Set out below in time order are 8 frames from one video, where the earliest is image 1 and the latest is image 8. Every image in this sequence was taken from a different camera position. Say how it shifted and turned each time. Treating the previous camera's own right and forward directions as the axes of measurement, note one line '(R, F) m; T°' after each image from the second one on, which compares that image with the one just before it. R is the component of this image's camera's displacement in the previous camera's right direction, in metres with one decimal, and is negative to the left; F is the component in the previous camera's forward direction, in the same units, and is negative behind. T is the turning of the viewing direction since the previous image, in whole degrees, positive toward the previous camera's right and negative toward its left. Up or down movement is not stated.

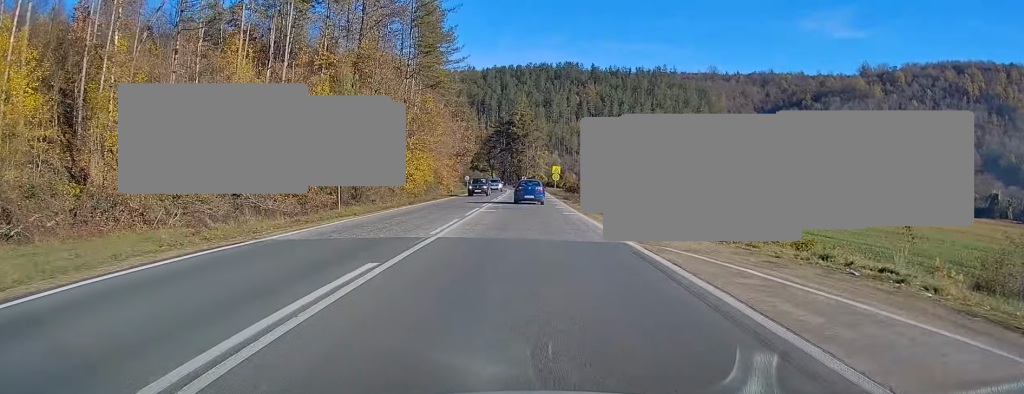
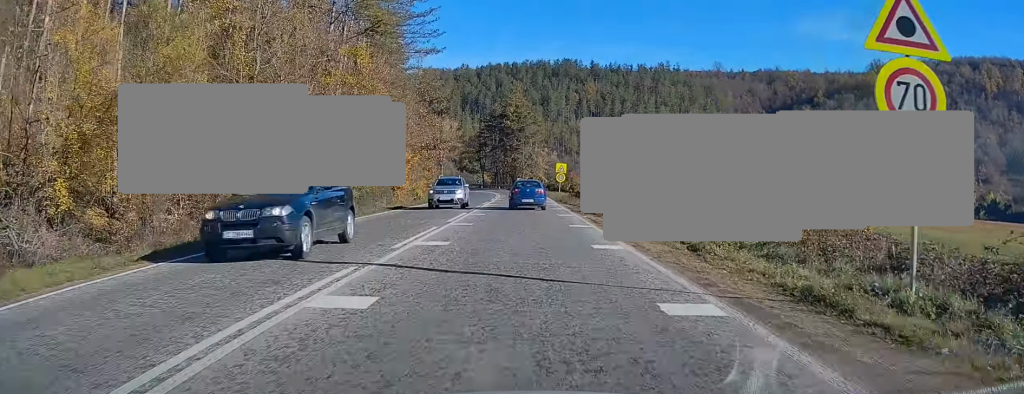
(+0.1, +23.1) m; 0°
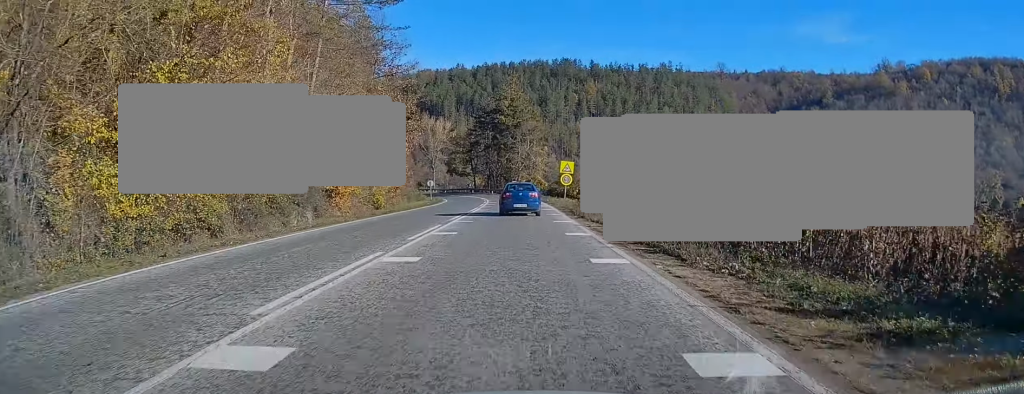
(0.0, +15.8) m; 0°
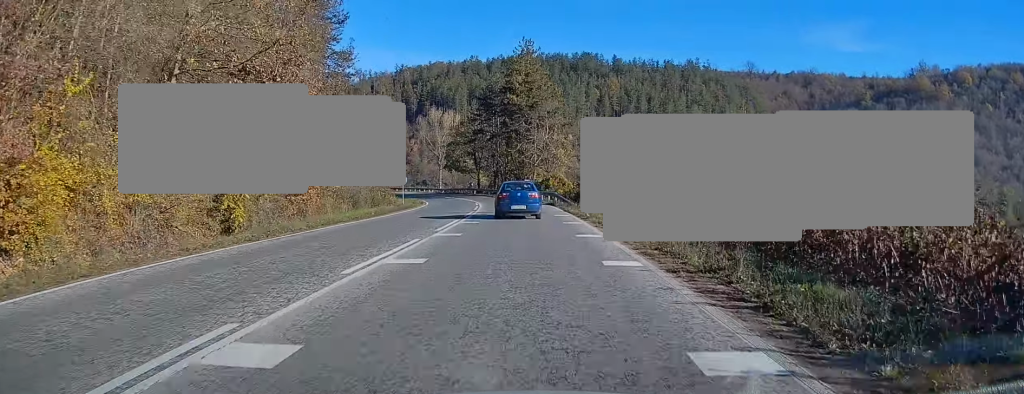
(-0.1, +25.1) m; -1°
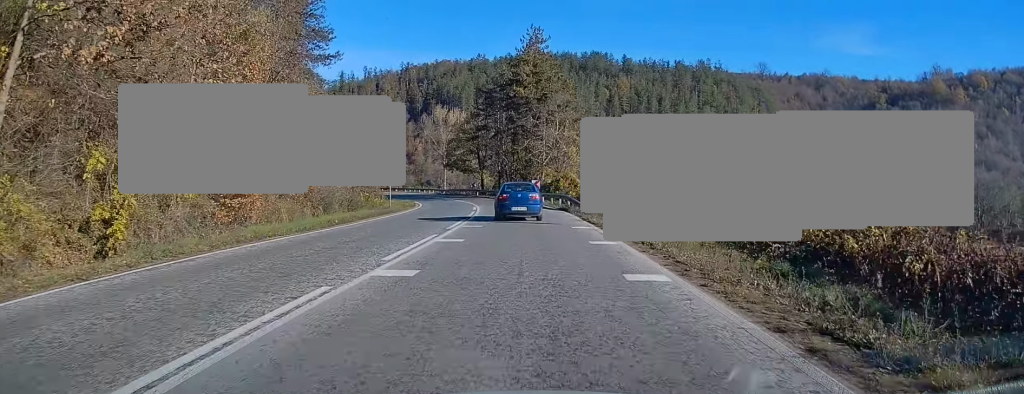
(-0.1, +7.4) m; 0°
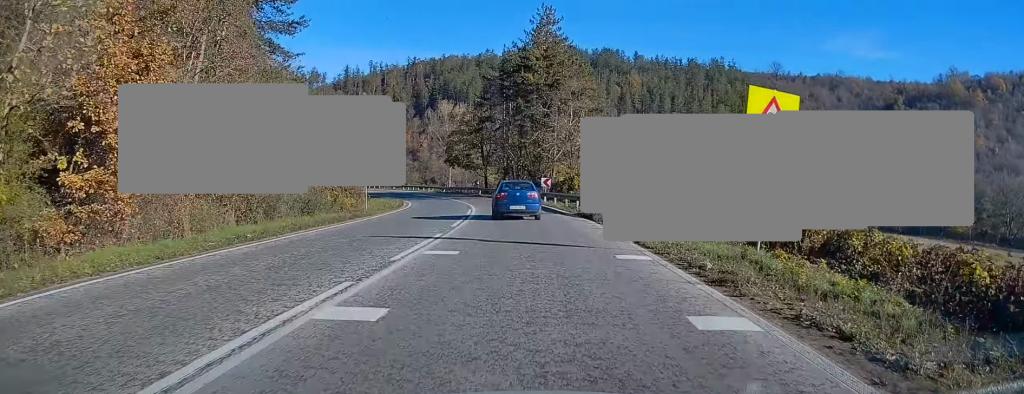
(0.0, +8.9) m; 0°
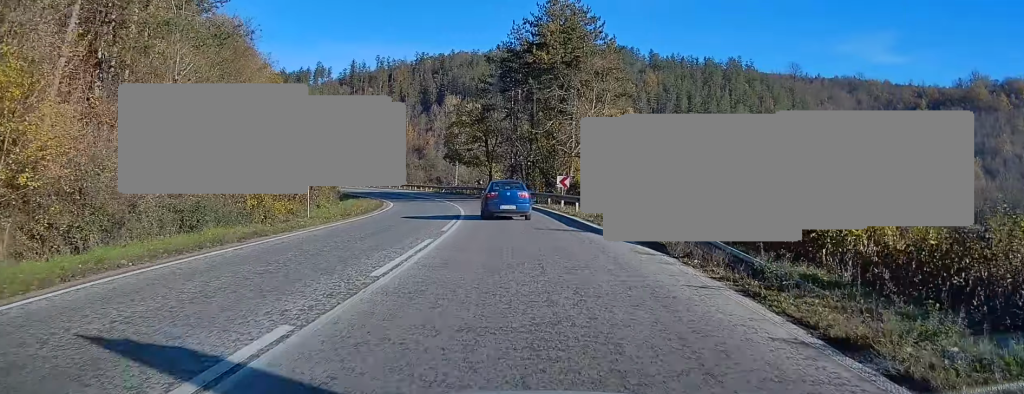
(+0.2, +11.4) m; 0°
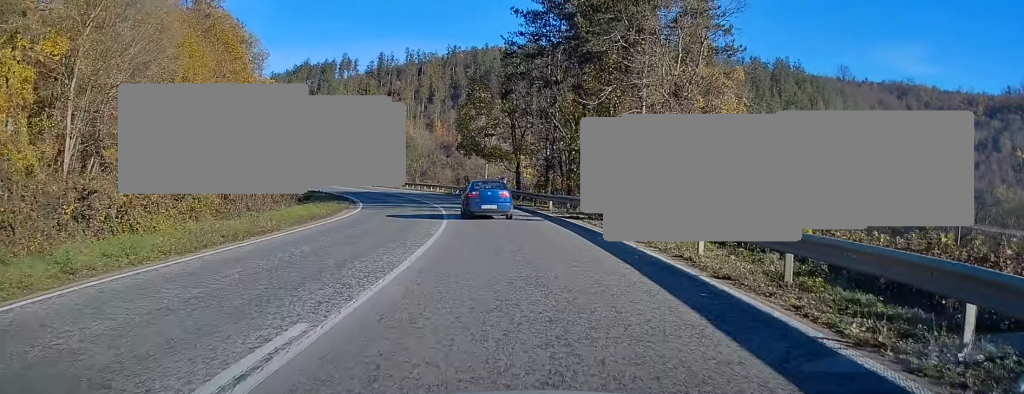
(-0.5, +18.6) m; -3°
